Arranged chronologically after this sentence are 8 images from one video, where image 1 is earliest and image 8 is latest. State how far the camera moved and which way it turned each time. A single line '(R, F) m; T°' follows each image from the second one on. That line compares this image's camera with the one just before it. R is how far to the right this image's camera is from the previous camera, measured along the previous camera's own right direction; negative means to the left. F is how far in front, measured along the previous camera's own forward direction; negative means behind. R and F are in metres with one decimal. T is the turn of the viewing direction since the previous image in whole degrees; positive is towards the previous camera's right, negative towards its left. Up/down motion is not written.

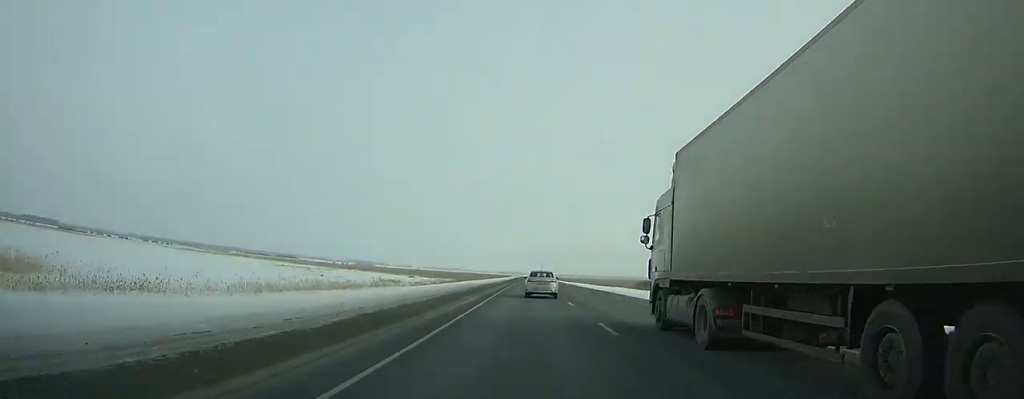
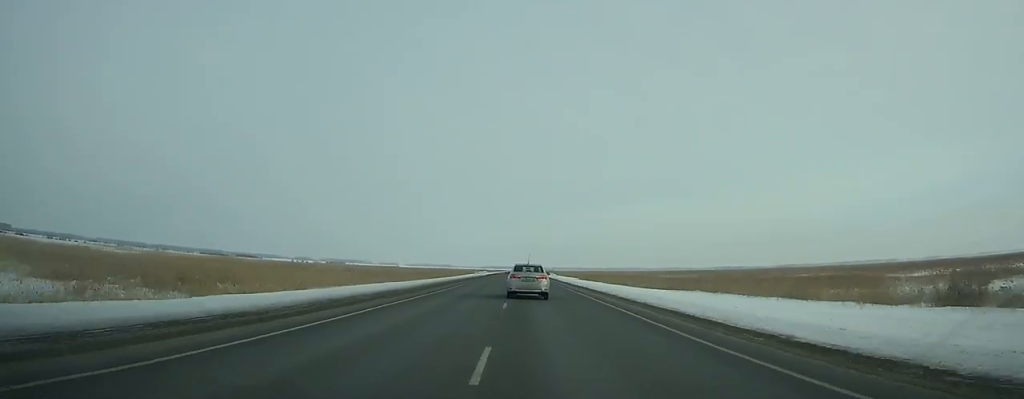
(+1.9, +182.0) m; 0°
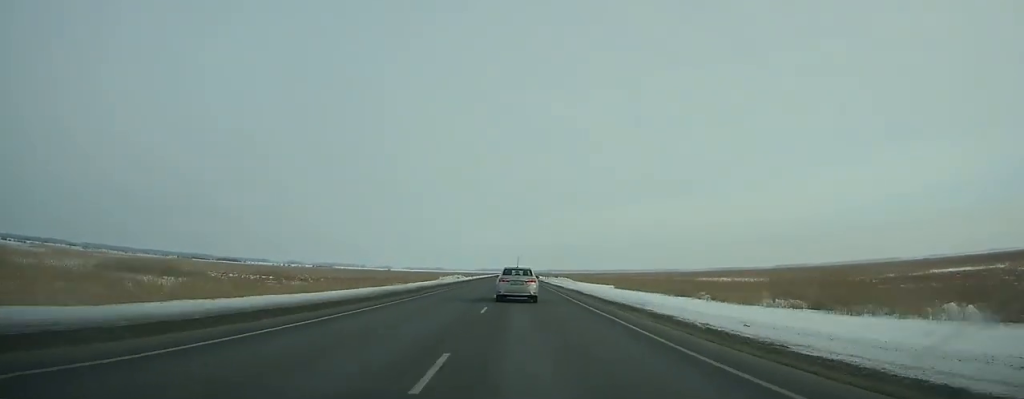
(-0.5, +73.3) m; 0°
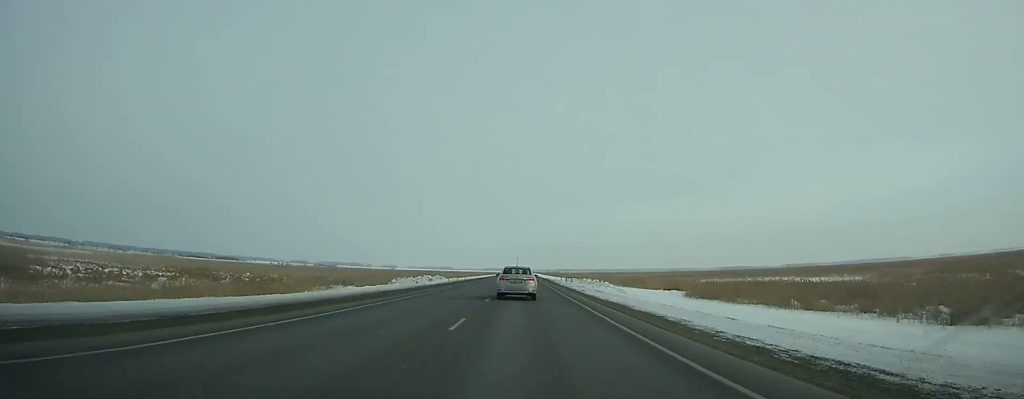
(-0.1, +42.0) m; 0°
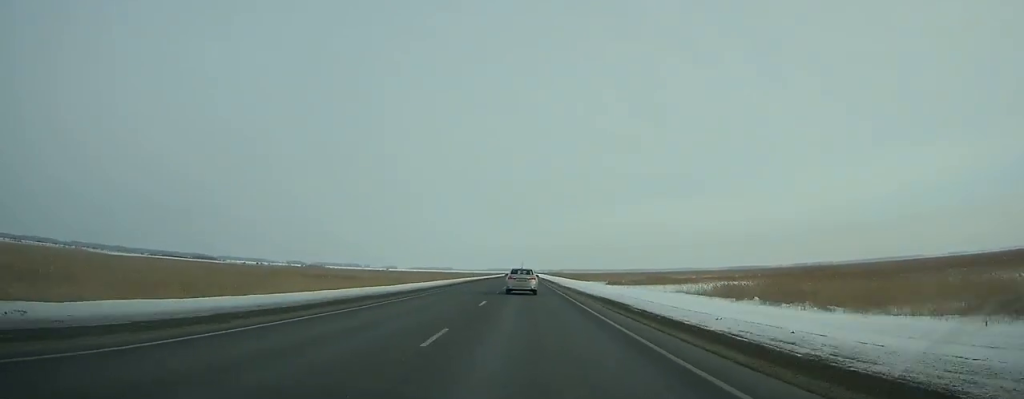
(-0.2, +111.6) m; 0°
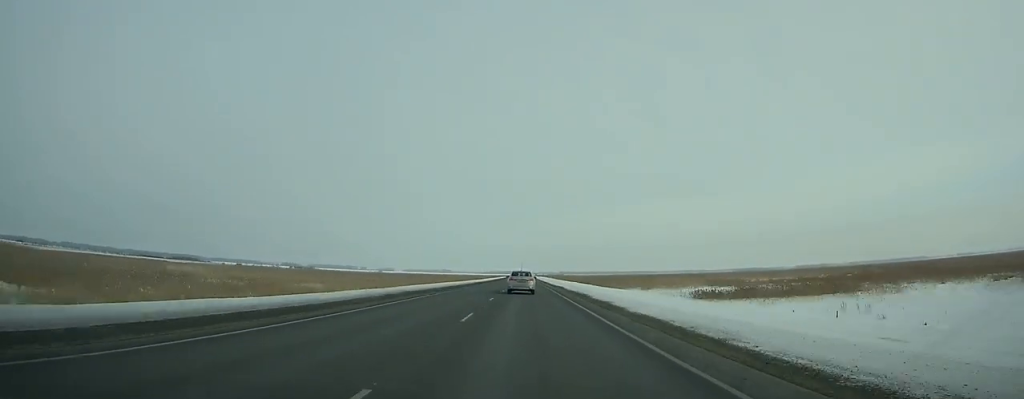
(-0.1, +67.5) m; 0°
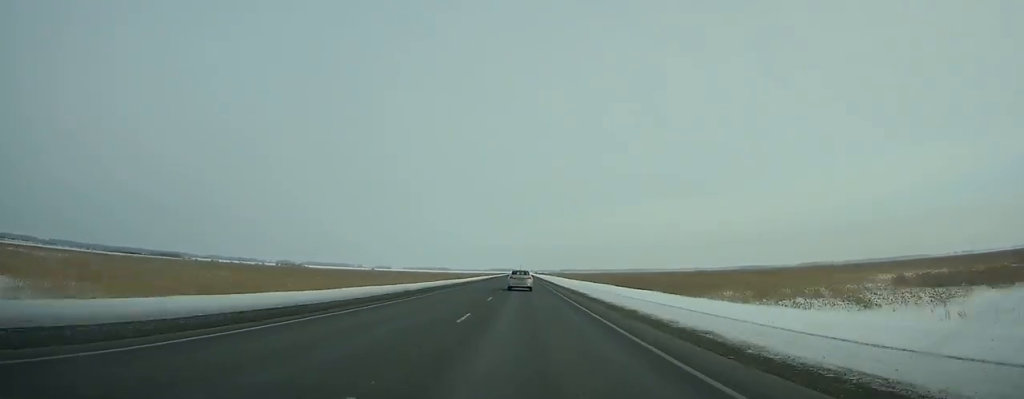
(0.0, +73.9) m; 0°
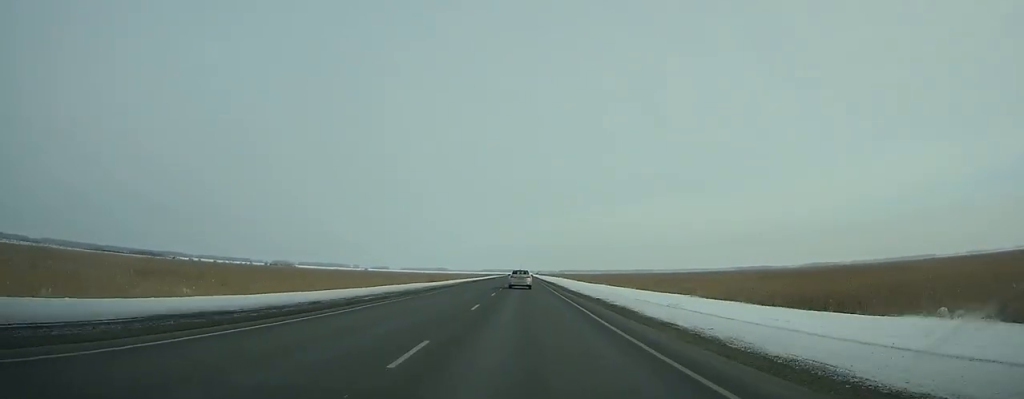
(-0.1, +54.5) m; 0°
